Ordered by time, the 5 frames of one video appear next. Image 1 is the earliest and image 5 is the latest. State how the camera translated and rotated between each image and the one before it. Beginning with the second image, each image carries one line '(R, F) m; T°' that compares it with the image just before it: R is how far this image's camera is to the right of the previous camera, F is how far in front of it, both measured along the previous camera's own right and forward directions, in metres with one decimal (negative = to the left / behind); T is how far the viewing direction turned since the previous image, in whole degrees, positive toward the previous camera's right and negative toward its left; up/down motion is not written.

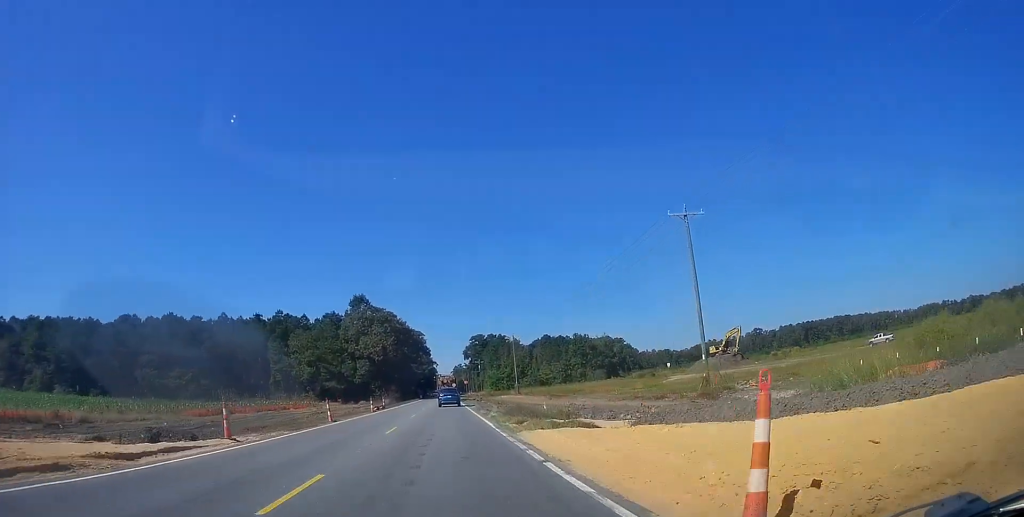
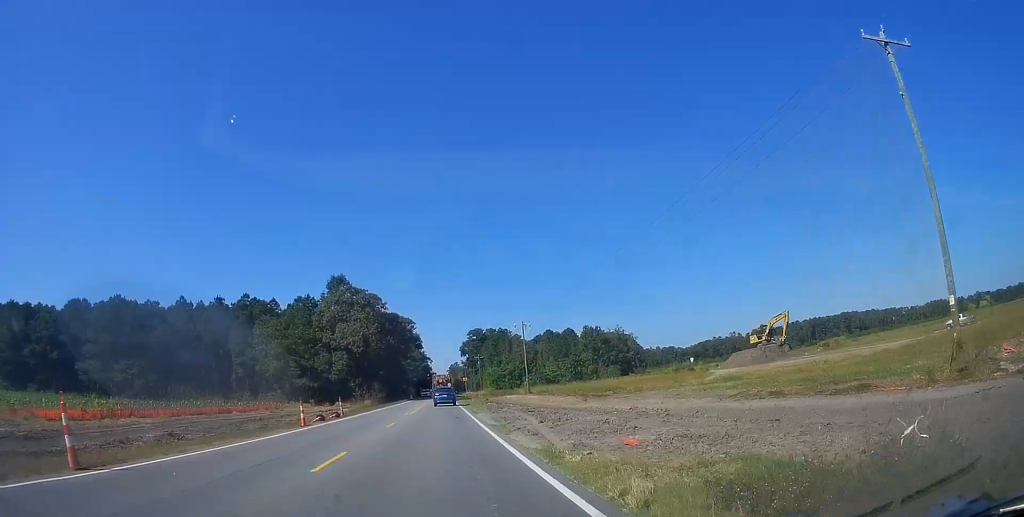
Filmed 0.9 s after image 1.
(0.0, +20.8) m; 0°
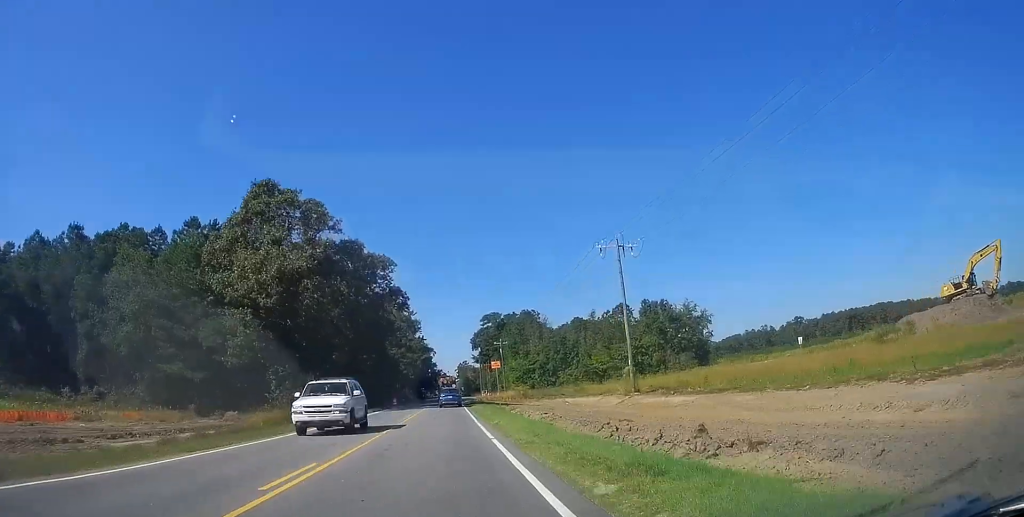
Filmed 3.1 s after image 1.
(+0.9, +49.8) m; +1°
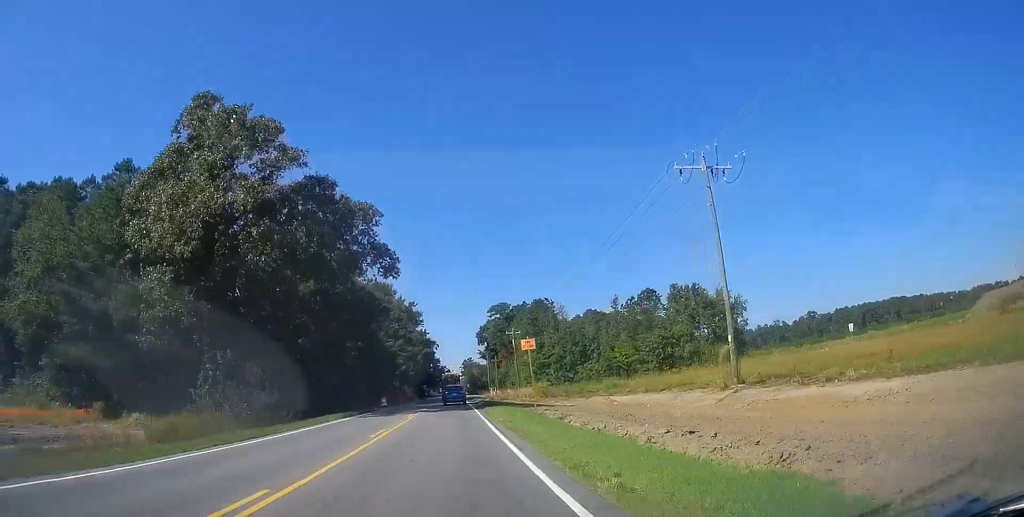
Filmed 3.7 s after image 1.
(-0.1, +15.2) m; -1°
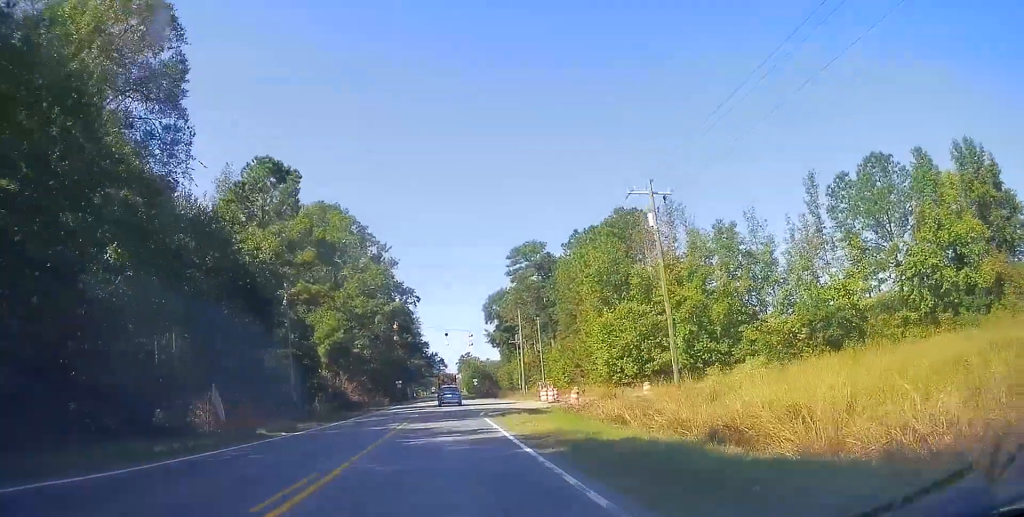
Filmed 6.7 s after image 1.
(-1.0, +70.7) m; -1°
